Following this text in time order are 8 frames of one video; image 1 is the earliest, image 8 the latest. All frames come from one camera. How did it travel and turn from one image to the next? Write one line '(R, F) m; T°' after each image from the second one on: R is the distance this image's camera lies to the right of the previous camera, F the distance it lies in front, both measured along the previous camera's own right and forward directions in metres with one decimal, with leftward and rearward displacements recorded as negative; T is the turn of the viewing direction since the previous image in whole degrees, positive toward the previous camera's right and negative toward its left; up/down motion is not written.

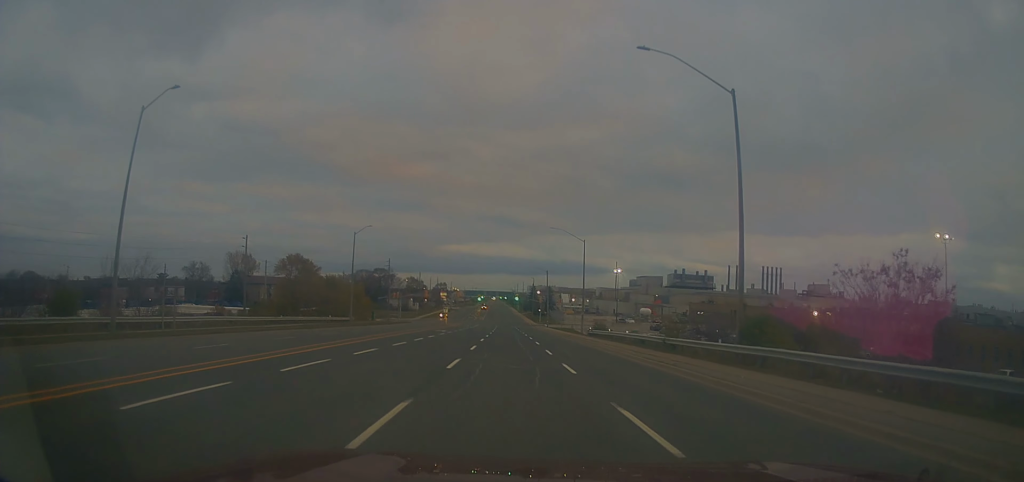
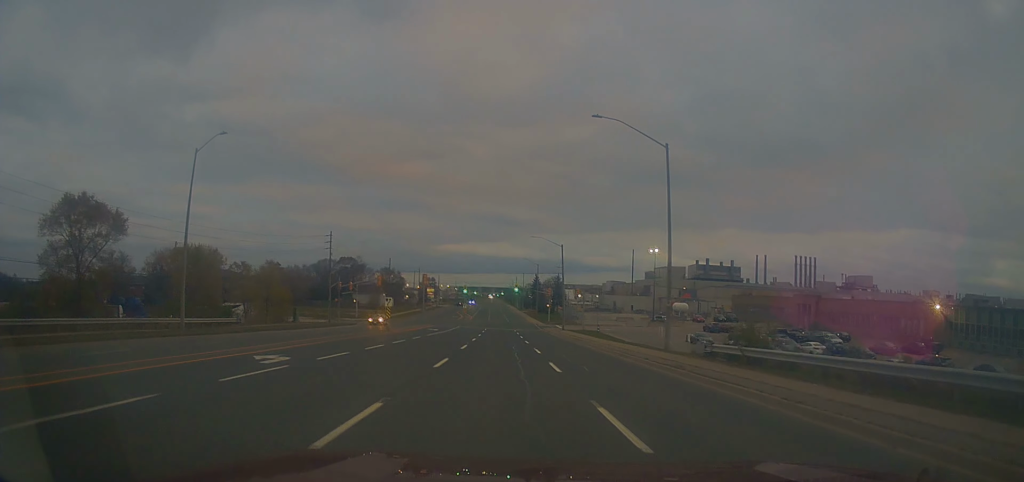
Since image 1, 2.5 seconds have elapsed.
(0.0, +39.4) m; 0°
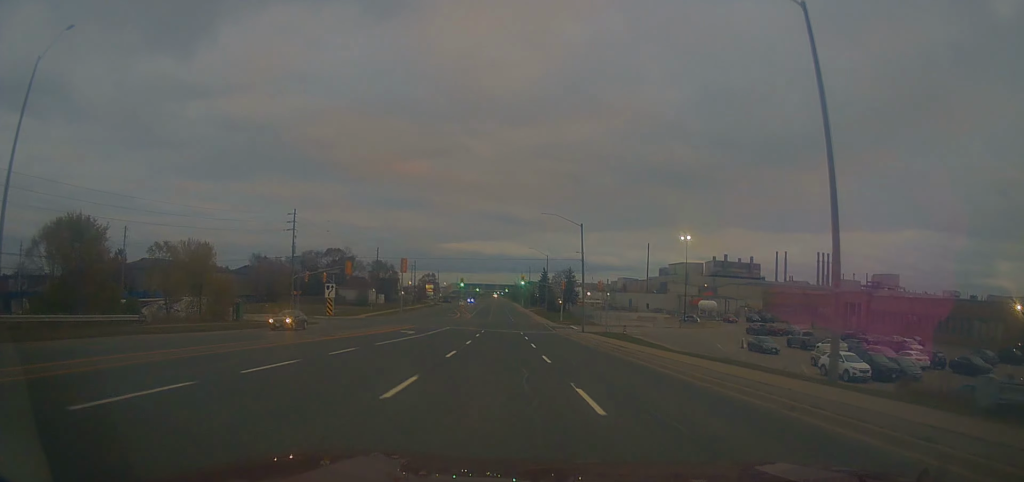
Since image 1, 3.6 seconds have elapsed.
(0.0, +16.7) m; 0°
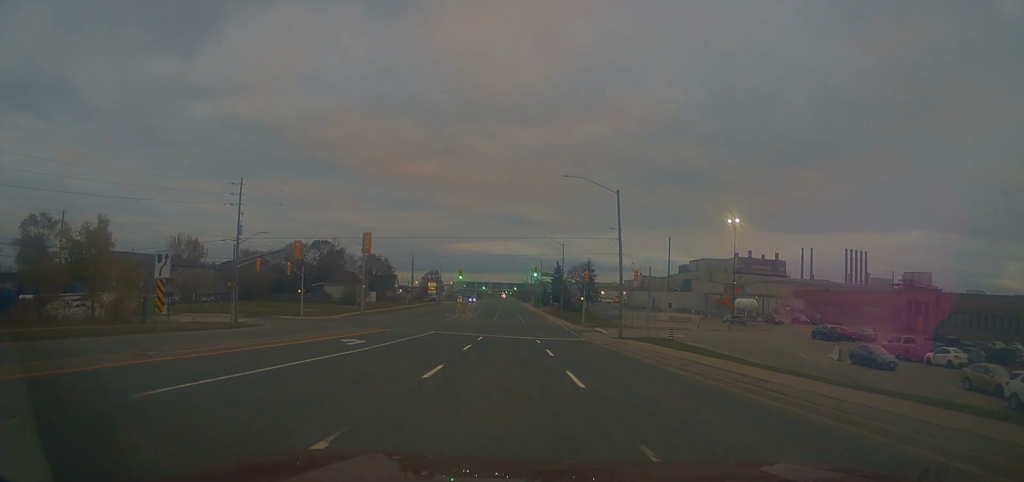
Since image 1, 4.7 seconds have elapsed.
(-0.2, +16.9) m; -2°
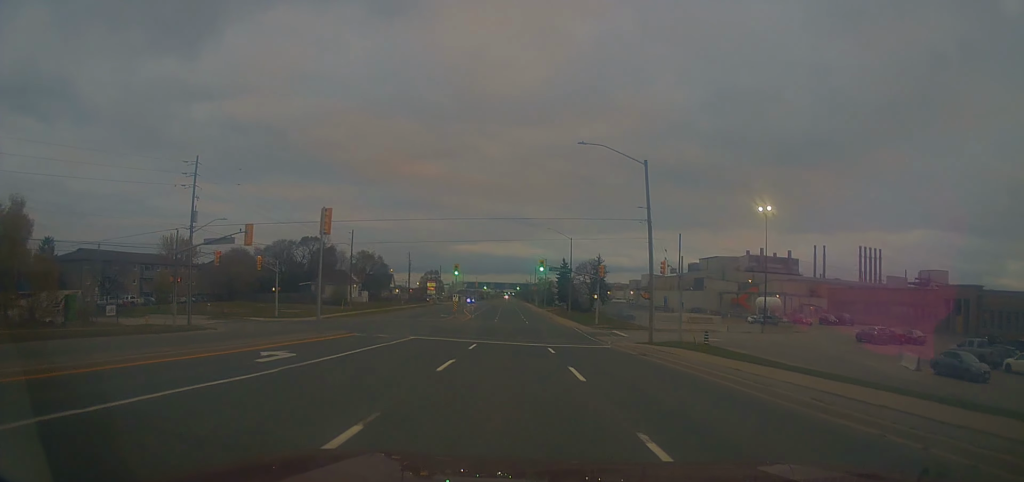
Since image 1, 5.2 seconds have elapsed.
(-0.1, +9.0) m; 0°
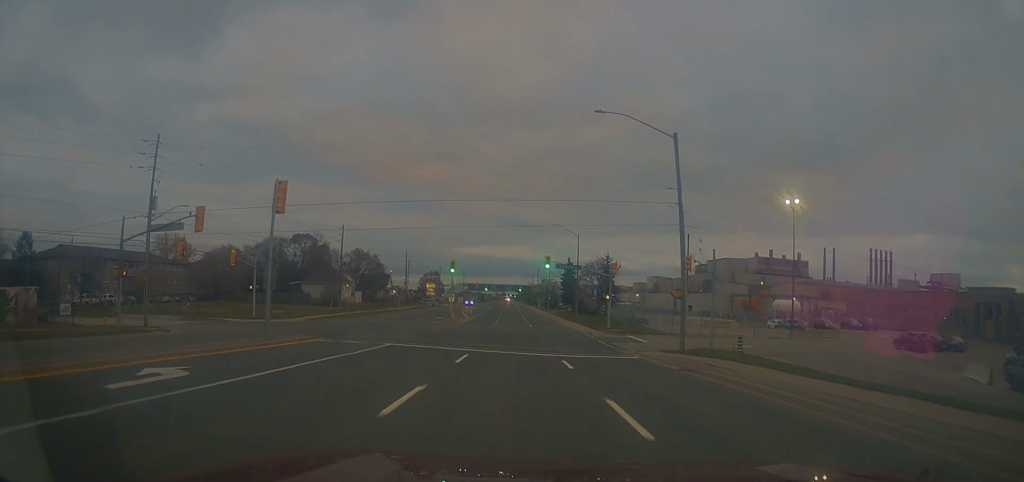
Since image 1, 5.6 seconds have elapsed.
(-0.1, +6.3) m; +1°
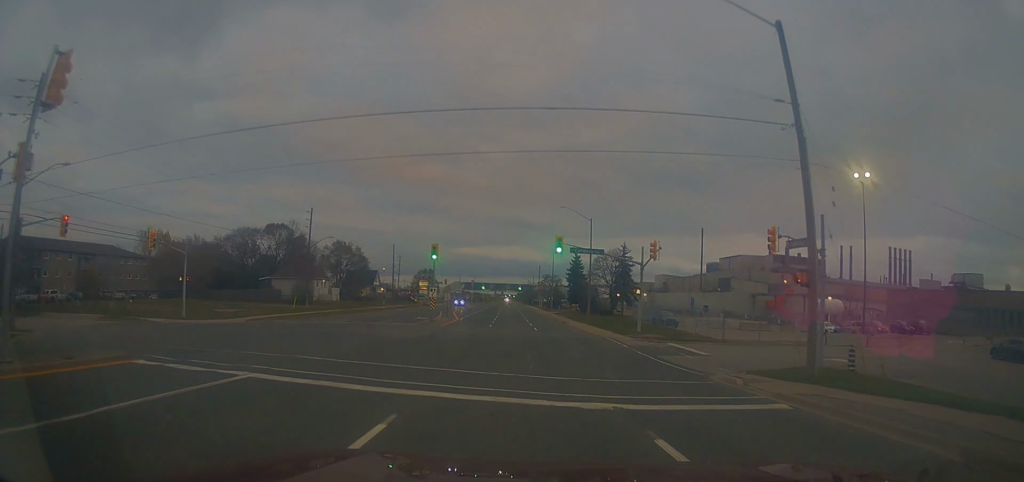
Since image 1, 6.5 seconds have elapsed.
(+0.2, +13.3) m; +1°
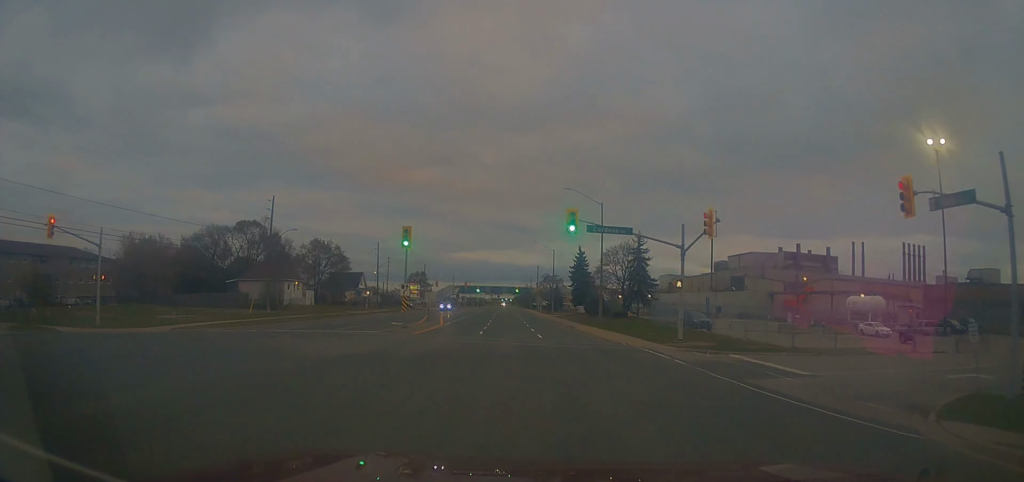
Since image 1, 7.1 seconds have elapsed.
(+0.2, +10.8) m; 0°
